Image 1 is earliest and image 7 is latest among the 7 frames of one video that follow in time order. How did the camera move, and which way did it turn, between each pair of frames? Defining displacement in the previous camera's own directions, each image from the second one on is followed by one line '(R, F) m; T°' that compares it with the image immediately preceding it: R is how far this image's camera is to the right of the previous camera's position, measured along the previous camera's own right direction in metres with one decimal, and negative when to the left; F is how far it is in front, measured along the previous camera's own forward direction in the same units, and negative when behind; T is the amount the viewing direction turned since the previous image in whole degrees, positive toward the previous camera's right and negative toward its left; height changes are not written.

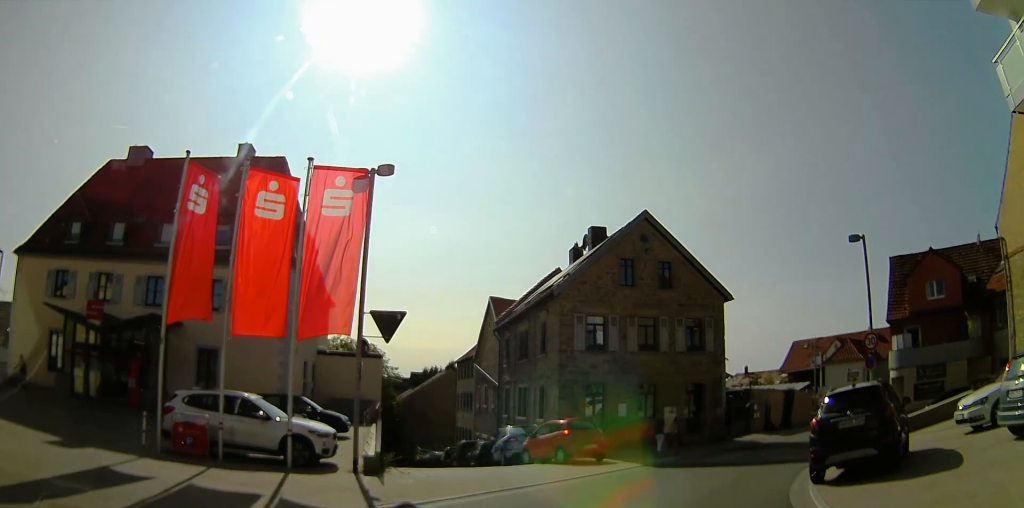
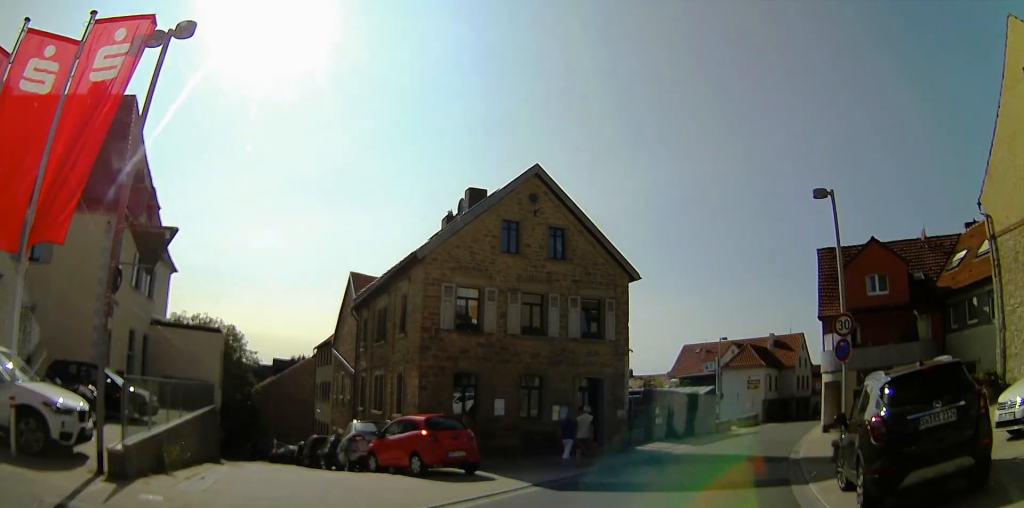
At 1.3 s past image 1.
(+0.6, +5.2) m; +22°
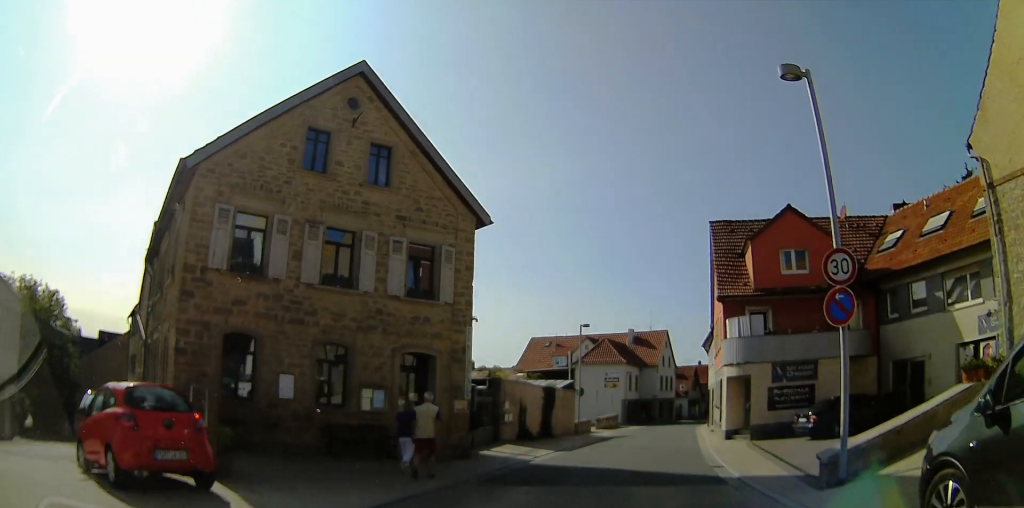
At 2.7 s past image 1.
(+1.3, +5.7) m; +19°
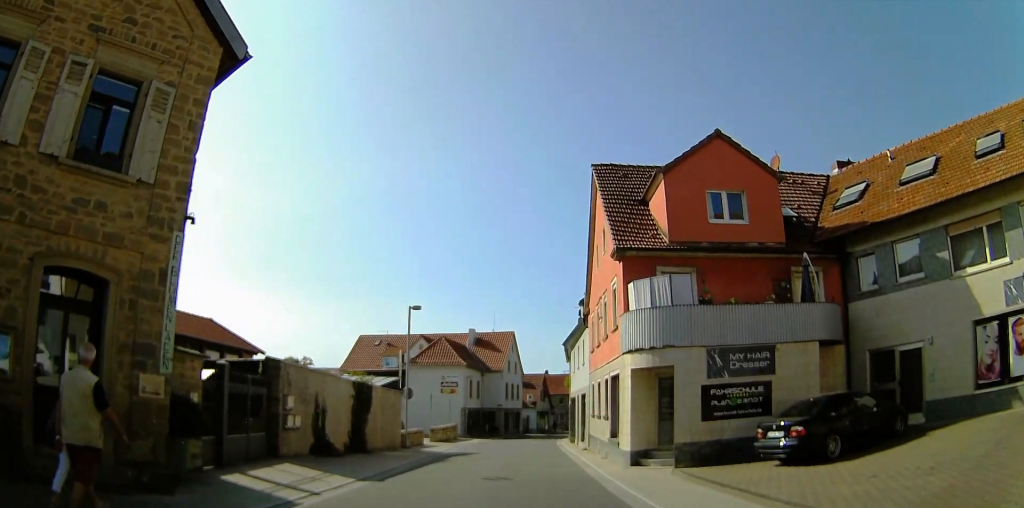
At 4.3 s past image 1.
(+0.2, +7.7) m; +2°
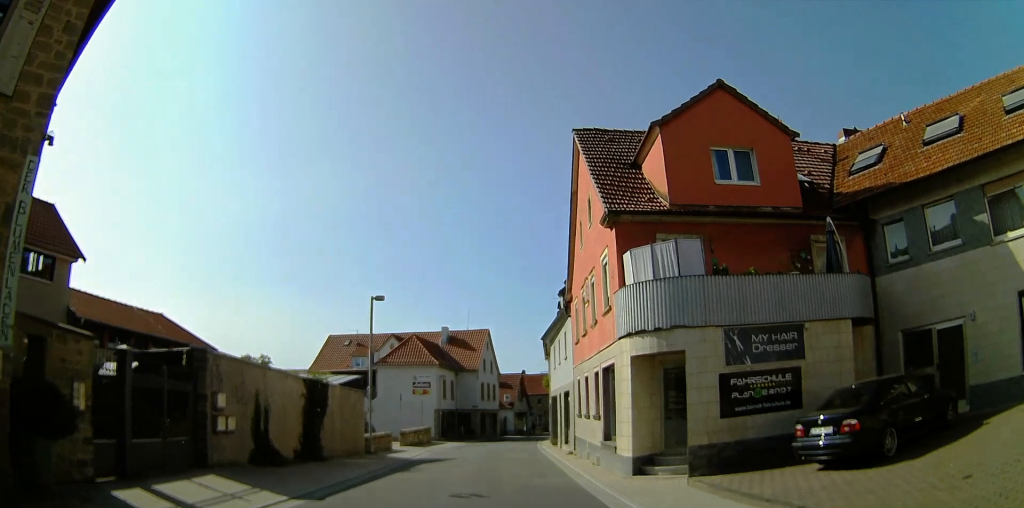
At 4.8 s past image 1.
(0.0, +2.8) m; +2°
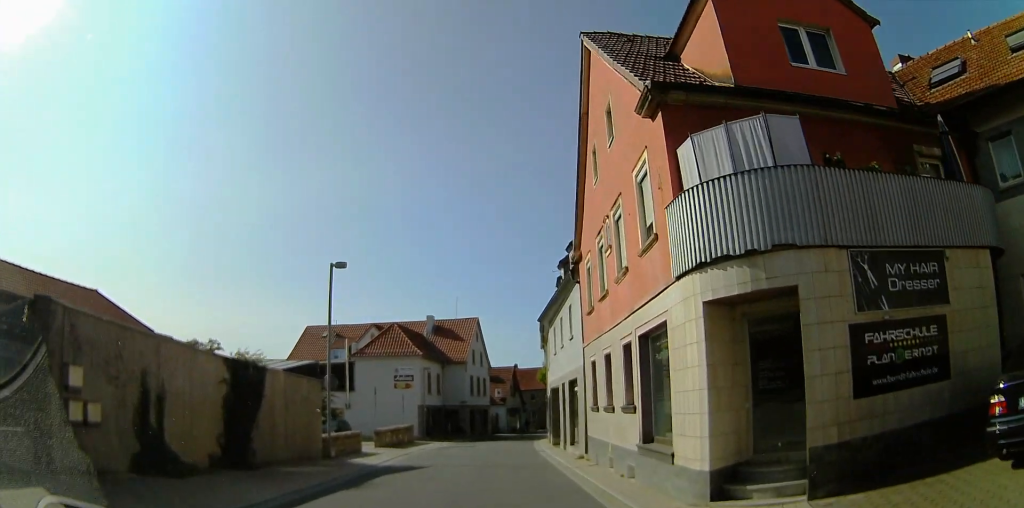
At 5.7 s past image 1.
(+0.1, +4.9) m; +4°
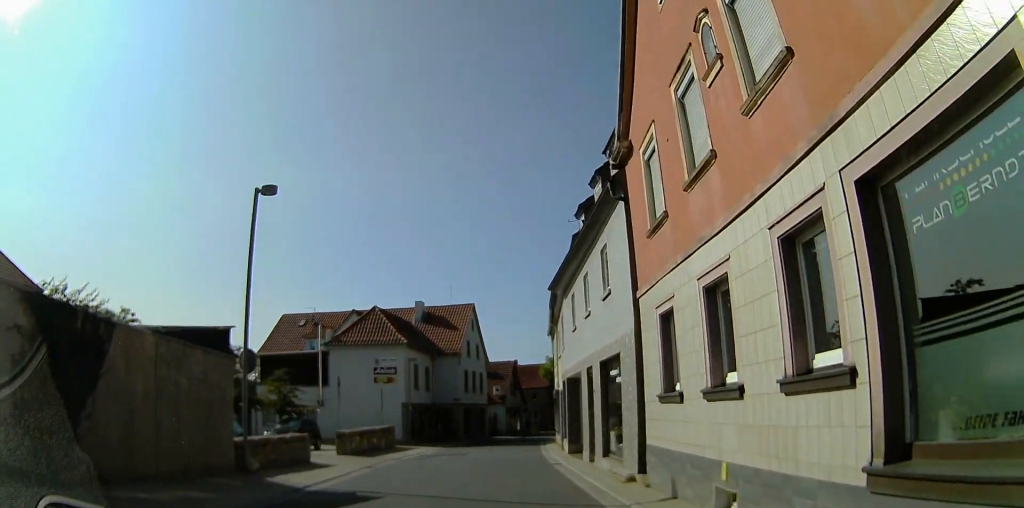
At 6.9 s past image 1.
(+0.4, +7.3) m; +3°
